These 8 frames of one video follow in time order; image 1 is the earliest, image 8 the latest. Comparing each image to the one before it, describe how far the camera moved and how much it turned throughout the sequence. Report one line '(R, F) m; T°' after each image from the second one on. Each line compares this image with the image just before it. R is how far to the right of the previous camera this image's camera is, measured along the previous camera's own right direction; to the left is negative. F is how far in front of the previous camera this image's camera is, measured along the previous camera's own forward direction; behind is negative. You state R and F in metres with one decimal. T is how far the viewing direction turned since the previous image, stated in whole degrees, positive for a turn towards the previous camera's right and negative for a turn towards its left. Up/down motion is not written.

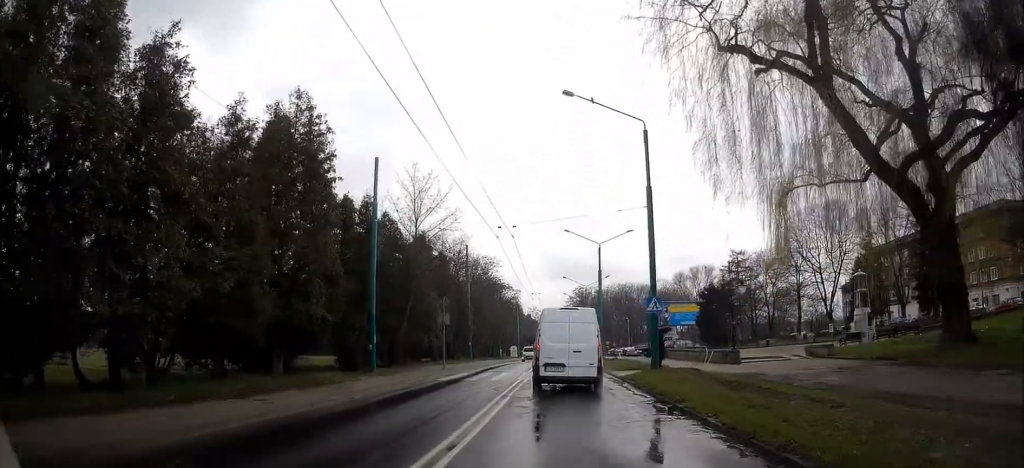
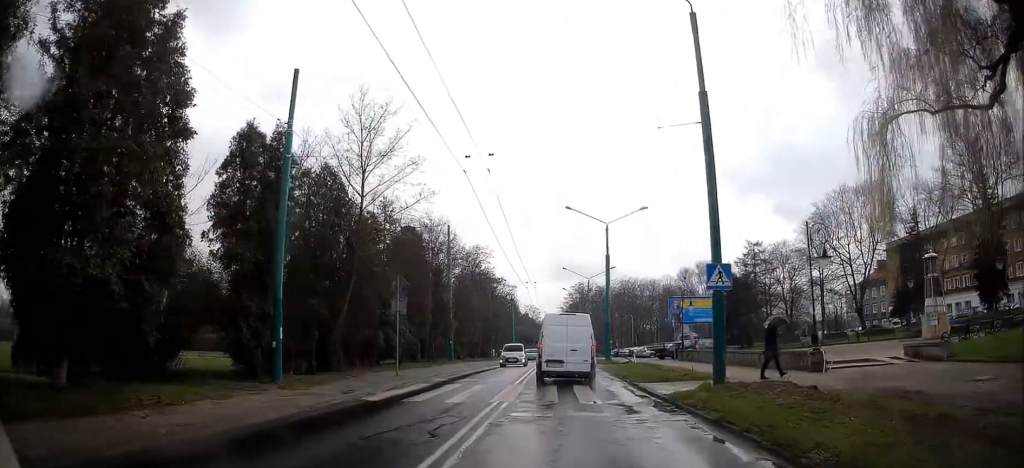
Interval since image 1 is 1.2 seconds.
(0.0, +9.8) m; 0°
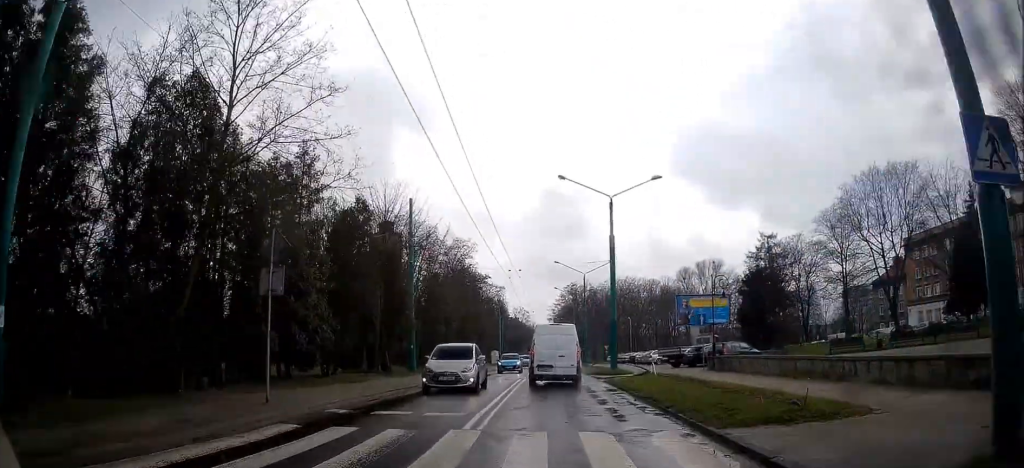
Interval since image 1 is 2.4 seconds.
(0.0, +9.8) m; +1°
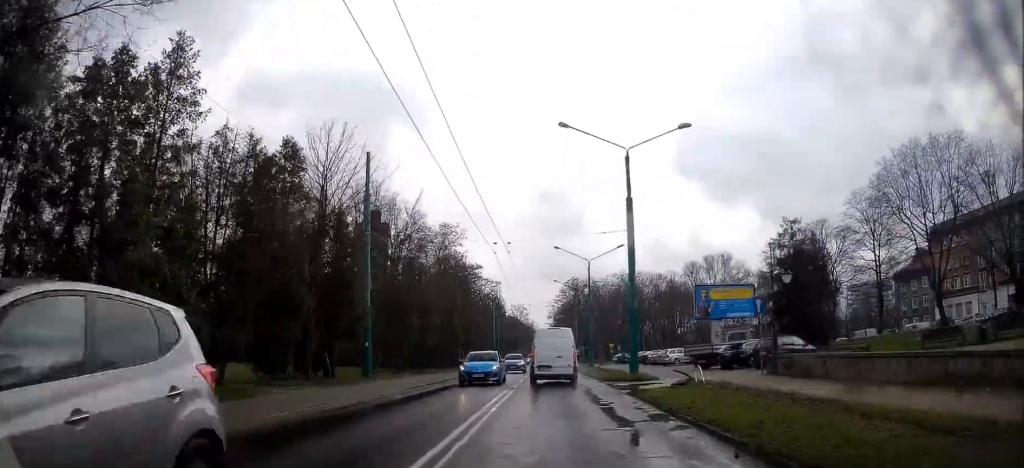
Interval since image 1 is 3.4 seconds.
(+0.1, +8.4) m; 0°
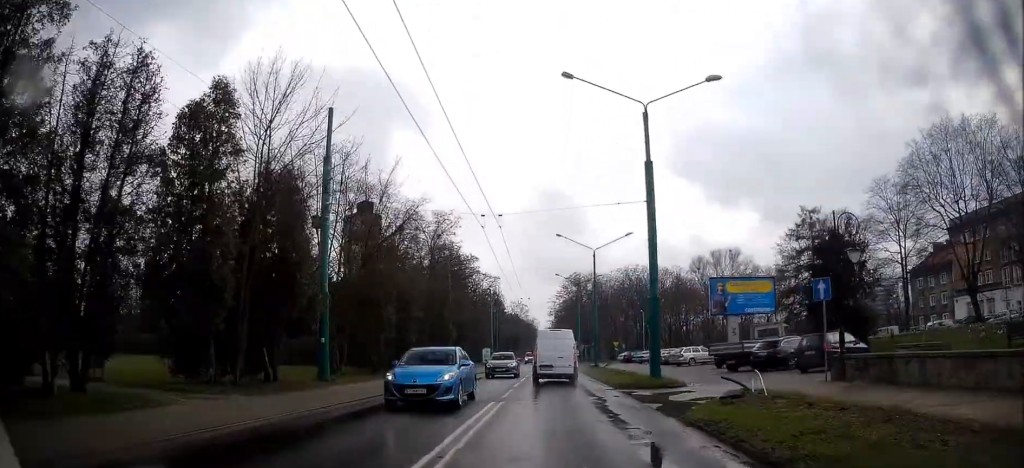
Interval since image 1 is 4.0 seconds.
(0.0, +5.2) m; -1°
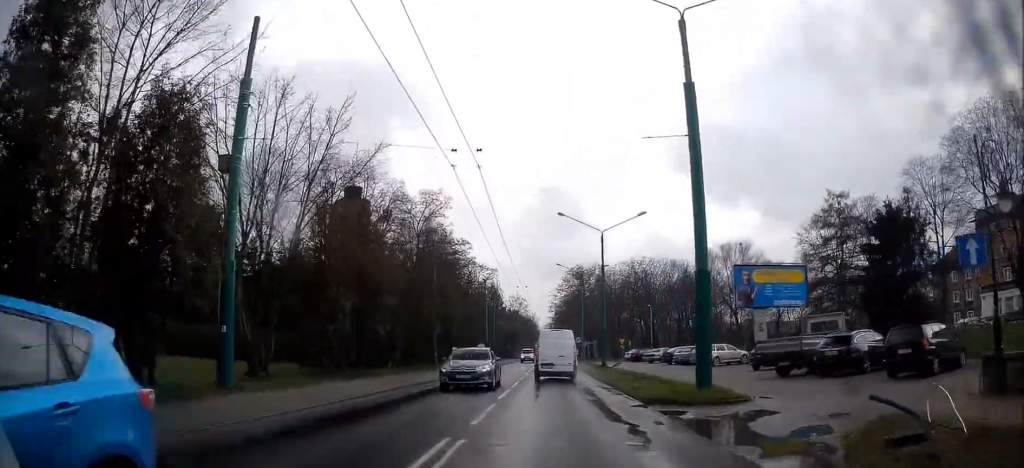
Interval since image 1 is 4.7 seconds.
(-0.2, +6.7) m; -1°
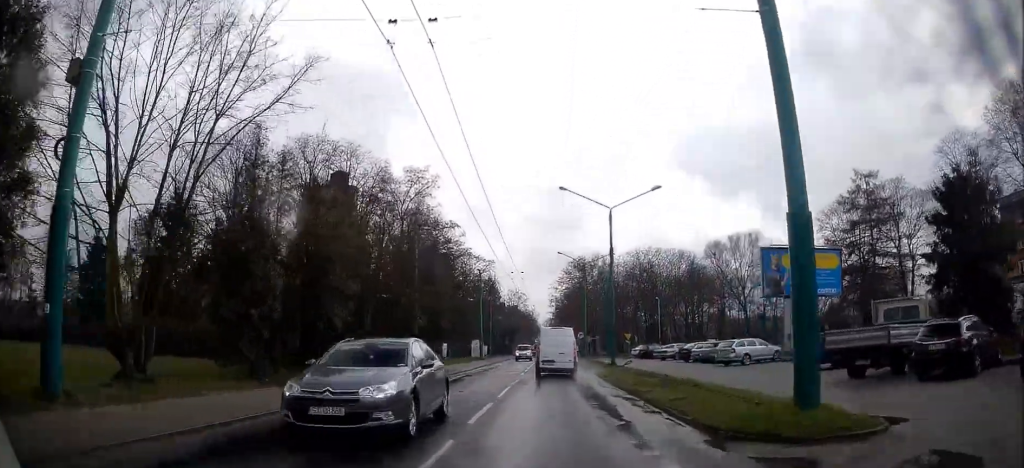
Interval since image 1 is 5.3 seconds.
(0.0, +6.1) m; +1°
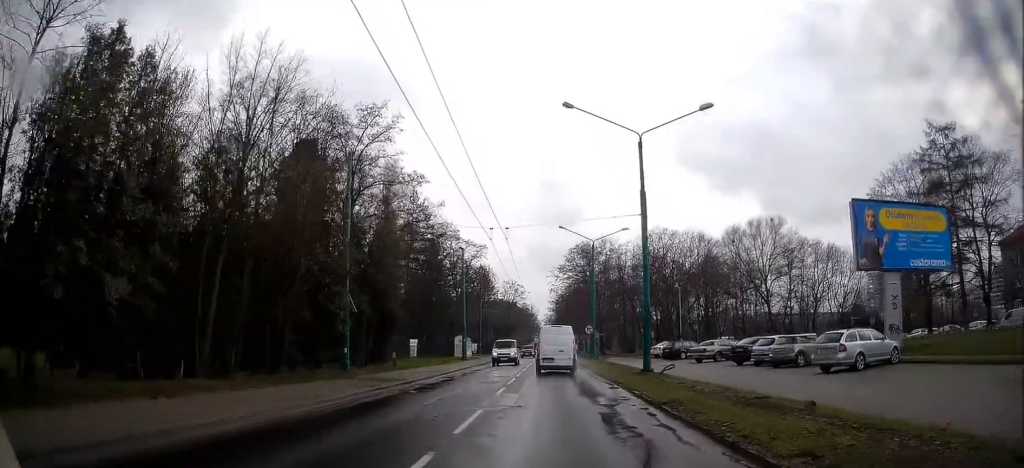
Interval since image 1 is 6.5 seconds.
(+0.3, +12.7) m; 0°
